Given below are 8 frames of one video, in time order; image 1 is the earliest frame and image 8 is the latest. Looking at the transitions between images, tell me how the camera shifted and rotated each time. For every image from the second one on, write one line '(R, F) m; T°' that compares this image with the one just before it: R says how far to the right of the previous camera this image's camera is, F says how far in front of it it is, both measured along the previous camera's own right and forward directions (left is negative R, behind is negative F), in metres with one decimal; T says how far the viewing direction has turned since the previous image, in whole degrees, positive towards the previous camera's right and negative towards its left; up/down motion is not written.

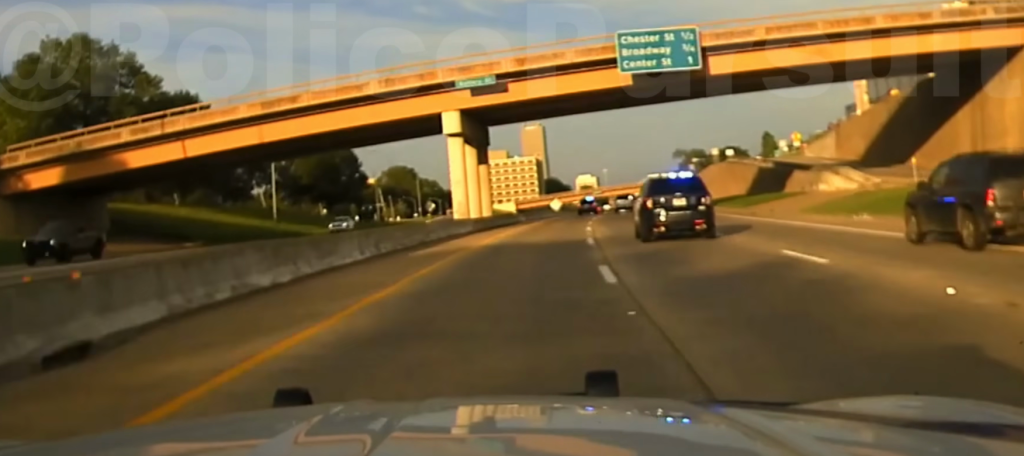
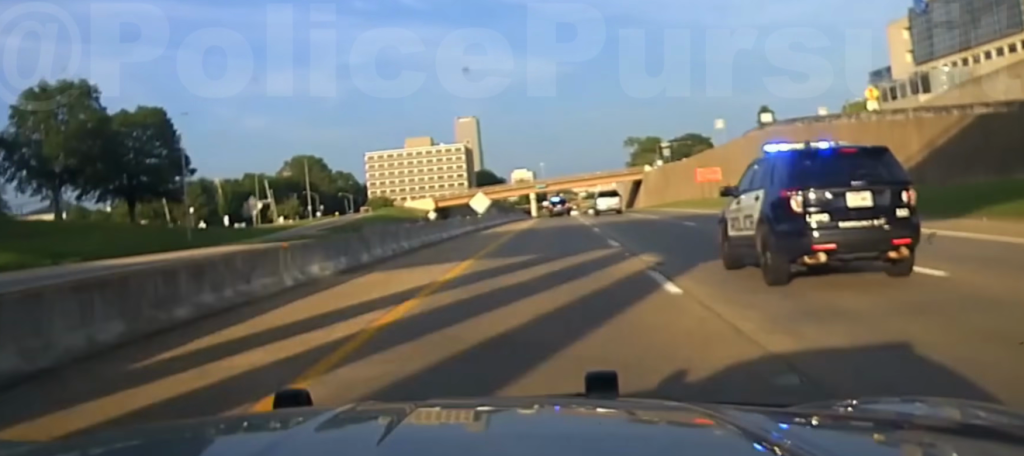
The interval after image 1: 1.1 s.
(+0.6, +57.2) m; +2°
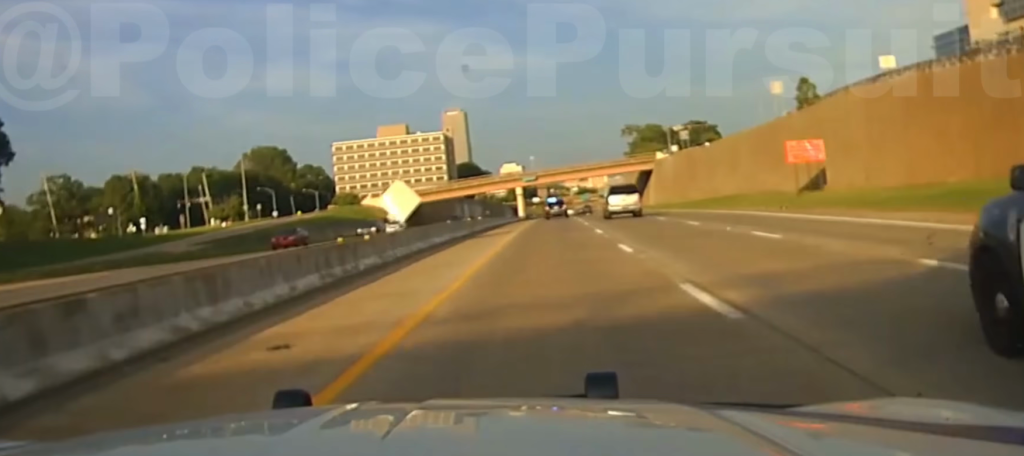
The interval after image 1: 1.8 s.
(+0.4, +33.4) m; +1°
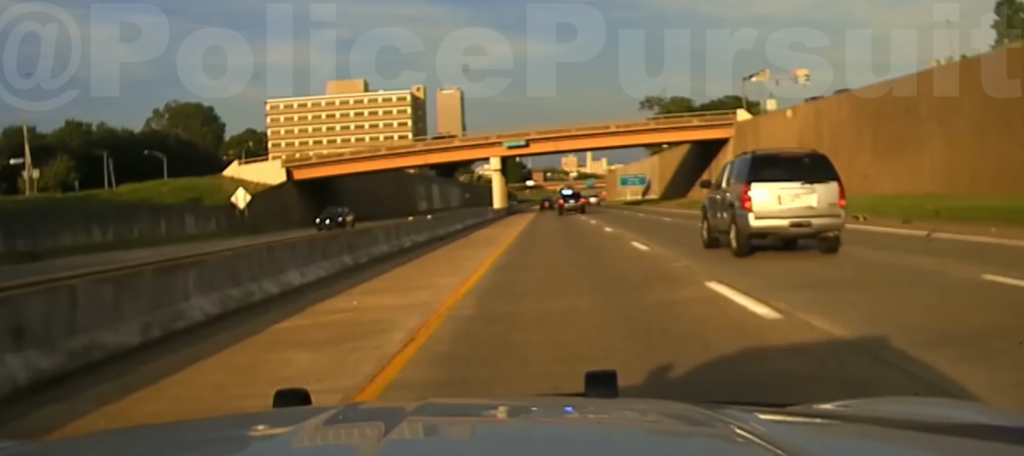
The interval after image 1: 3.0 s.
(+0.9, +67.6) m; +1°
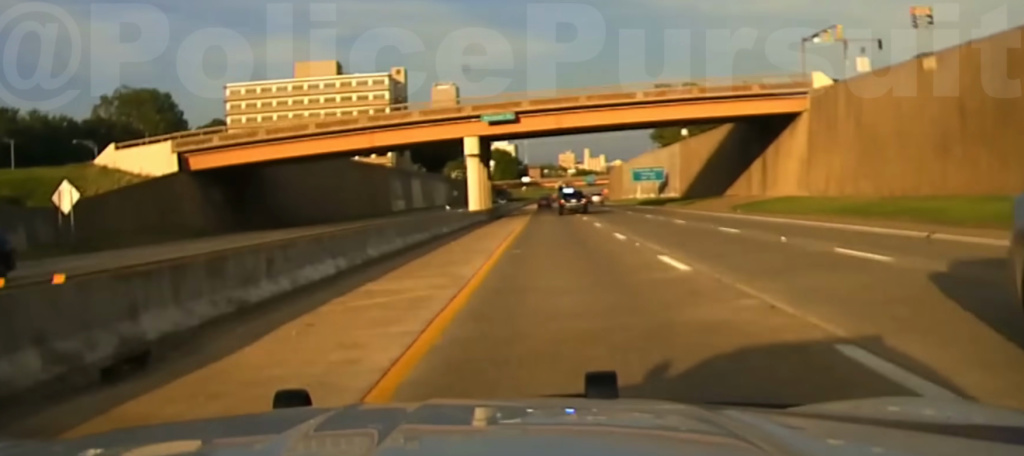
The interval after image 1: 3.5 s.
(0.0, +28.8) m; 0°
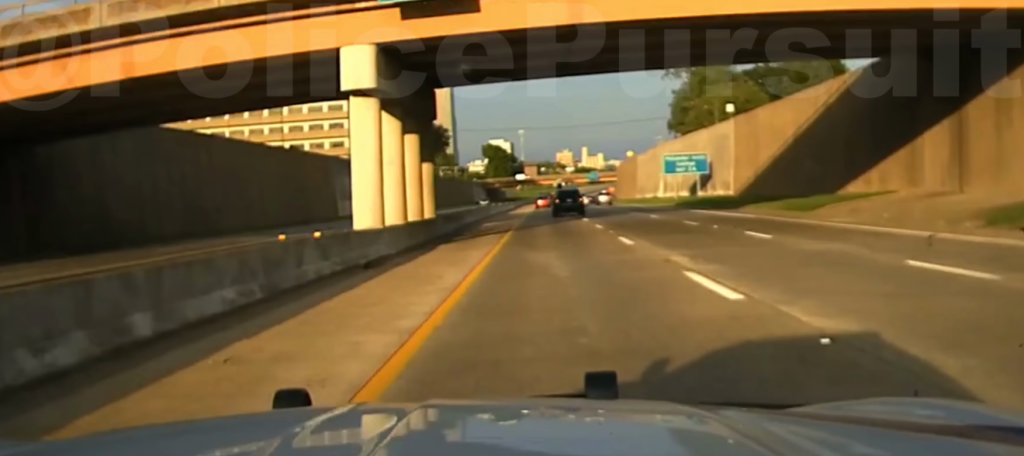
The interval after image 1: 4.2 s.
(-0.2, +43.3) m; 0°
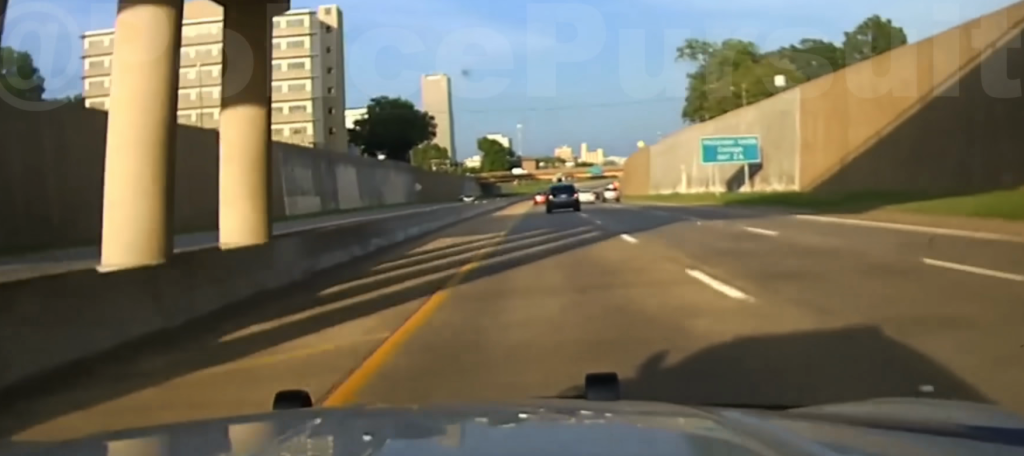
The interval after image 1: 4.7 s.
(0.0, +27.7) m; 0°
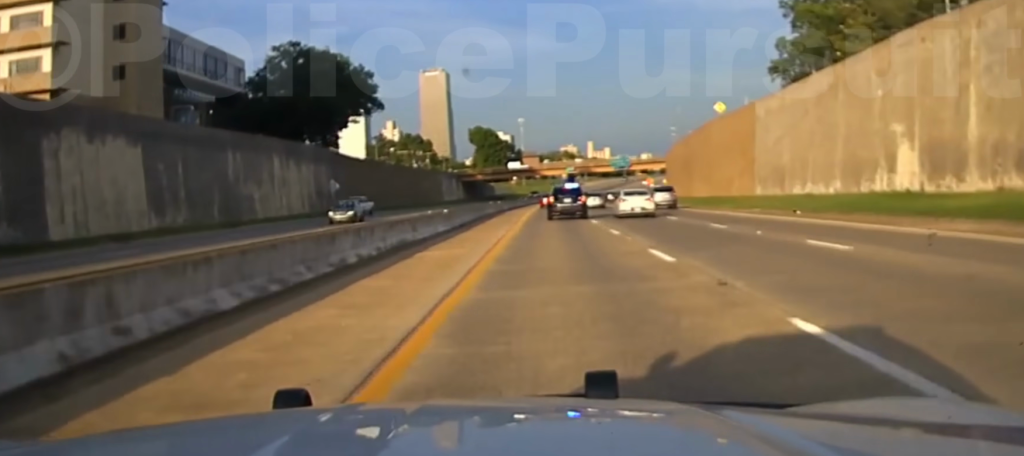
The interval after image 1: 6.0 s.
(+0.6, +84.4) m; +1°
